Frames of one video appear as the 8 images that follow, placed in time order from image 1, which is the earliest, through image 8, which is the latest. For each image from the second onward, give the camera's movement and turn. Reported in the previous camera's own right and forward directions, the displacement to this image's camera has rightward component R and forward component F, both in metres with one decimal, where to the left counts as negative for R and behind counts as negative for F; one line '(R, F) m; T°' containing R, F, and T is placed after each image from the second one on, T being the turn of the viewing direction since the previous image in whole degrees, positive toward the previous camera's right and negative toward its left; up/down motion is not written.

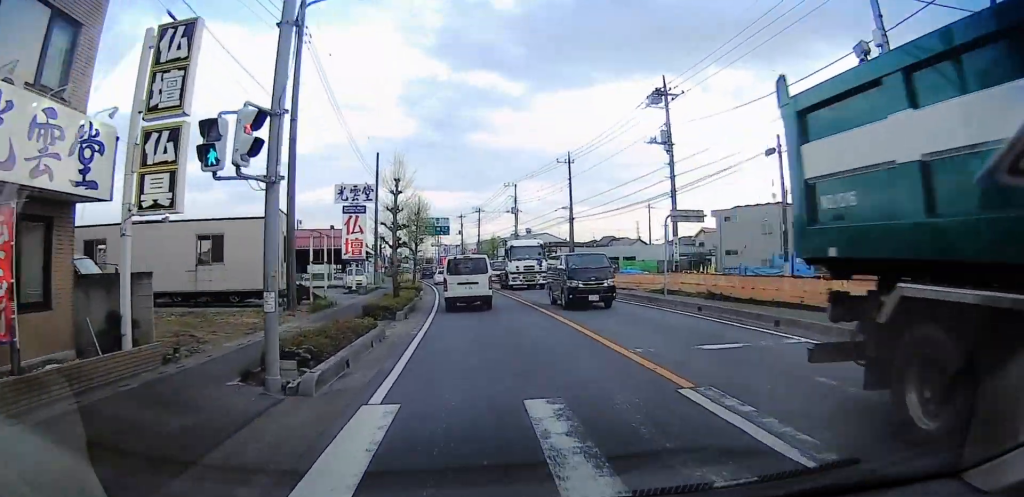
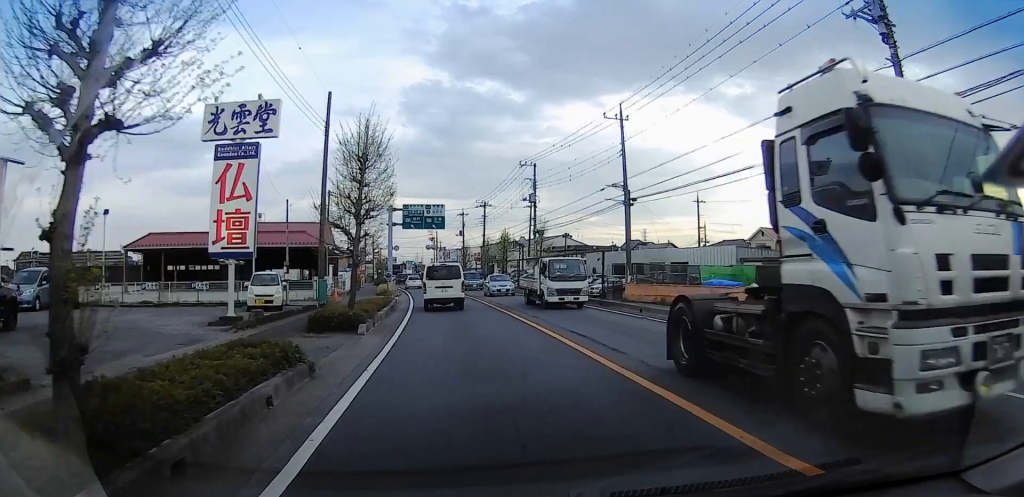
(+0.2, +17.2) m; -3°
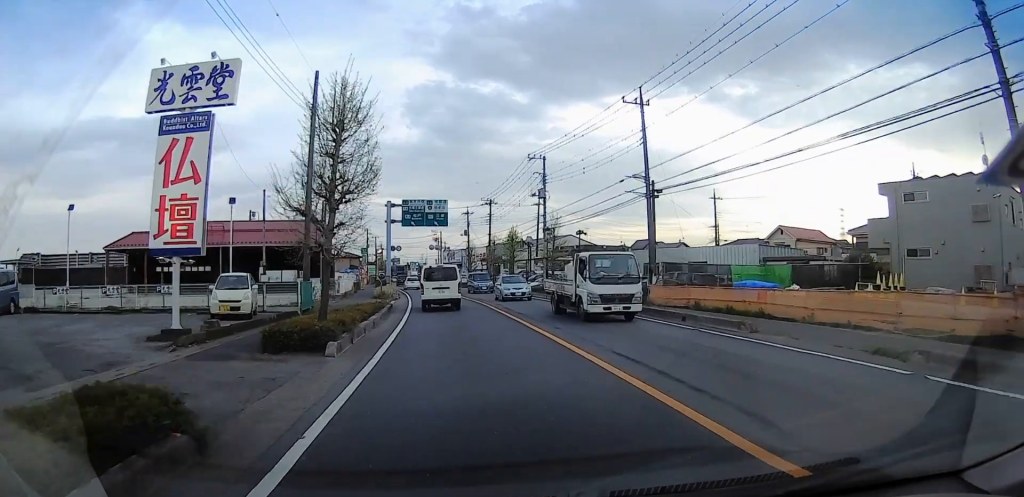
(-0.1, +4.0) m; -1°
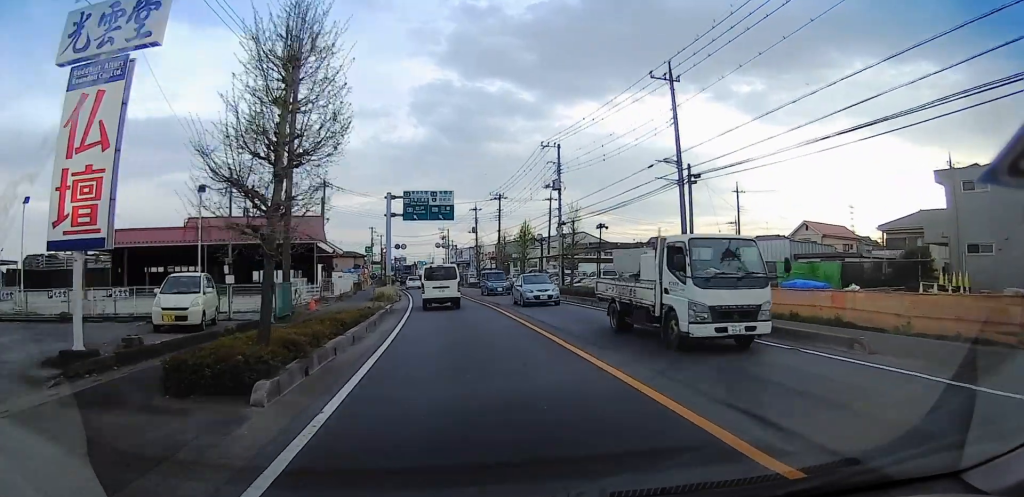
(-0.1, +4.2) m; 0°
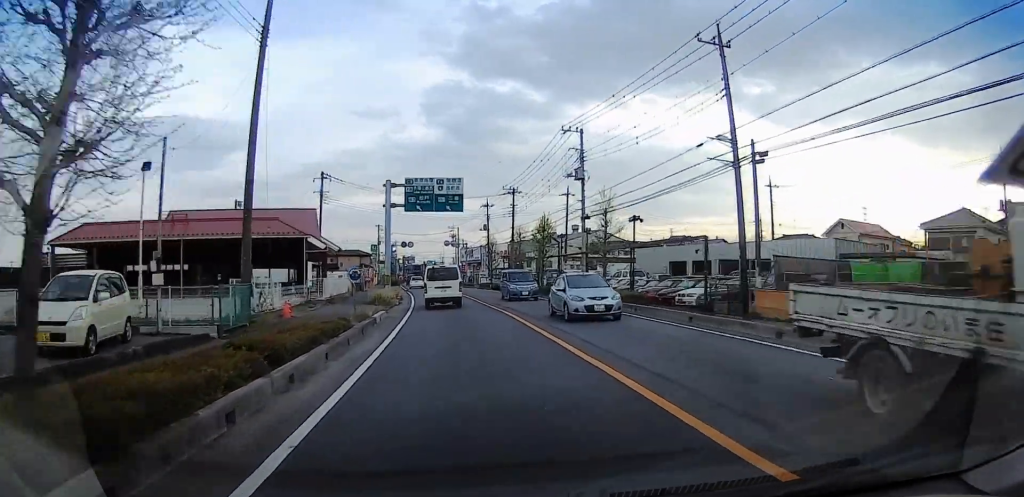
(0.0, +5.3) m; 0°
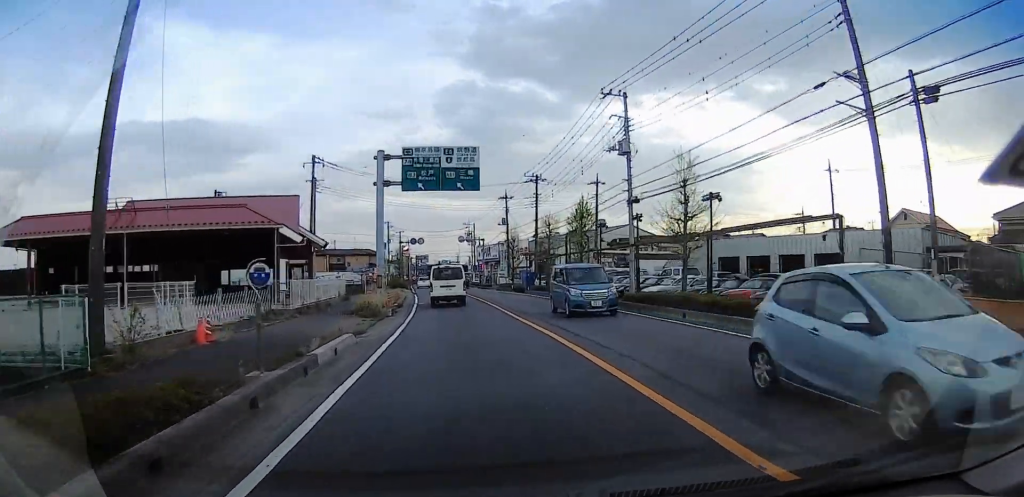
(0.0, +8.6) m; 0°
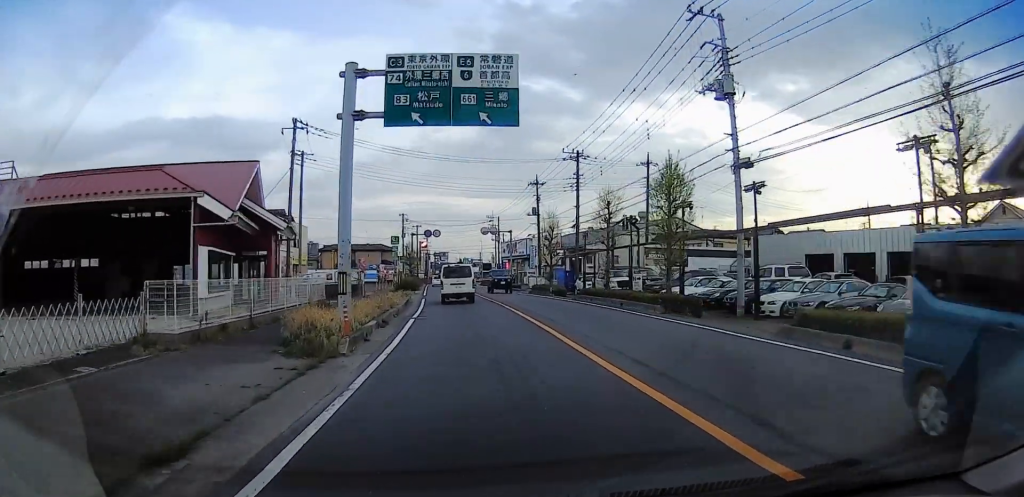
(0.0, +11.9) m; -1°
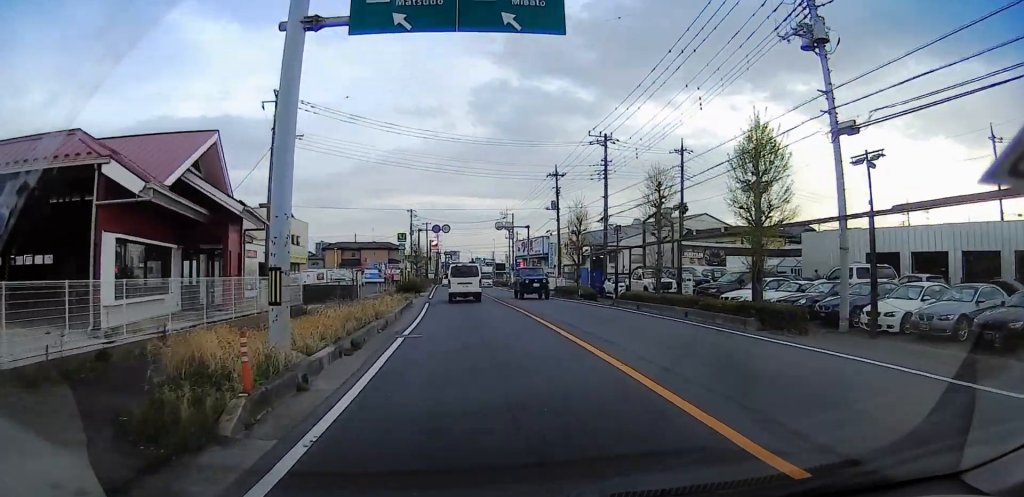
(0.0, +7.1) m; -2°
